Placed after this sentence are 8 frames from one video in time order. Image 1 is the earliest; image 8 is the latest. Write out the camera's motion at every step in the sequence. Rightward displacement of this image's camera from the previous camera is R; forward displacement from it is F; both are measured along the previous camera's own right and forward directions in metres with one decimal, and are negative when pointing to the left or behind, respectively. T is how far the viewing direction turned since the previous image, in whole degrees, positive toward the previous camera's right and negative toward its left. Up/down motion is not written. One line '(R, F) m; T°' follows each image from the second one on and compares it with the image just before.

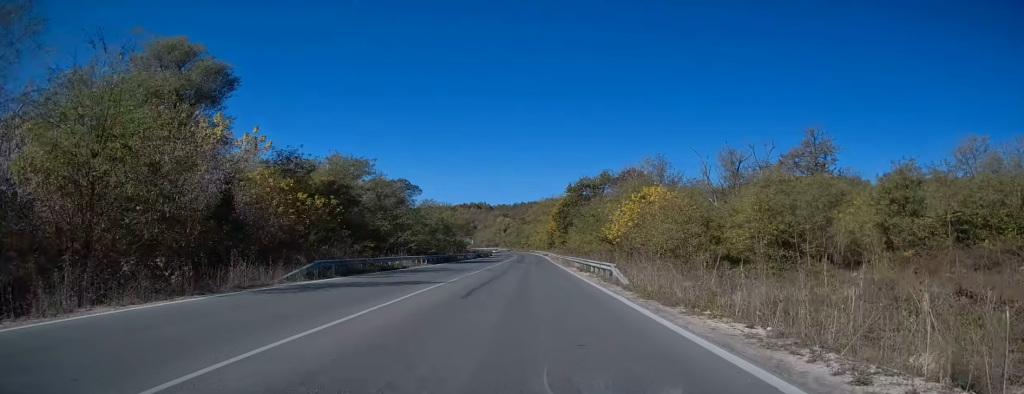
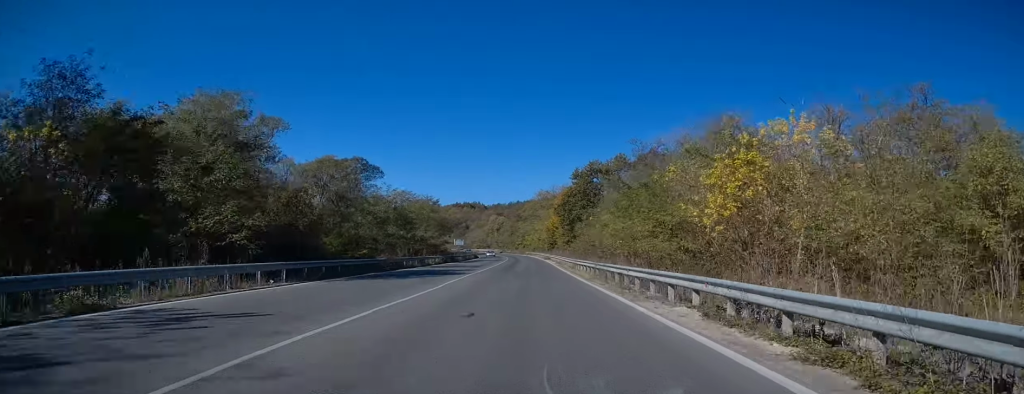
(-0.1, +26.9) m; -1°
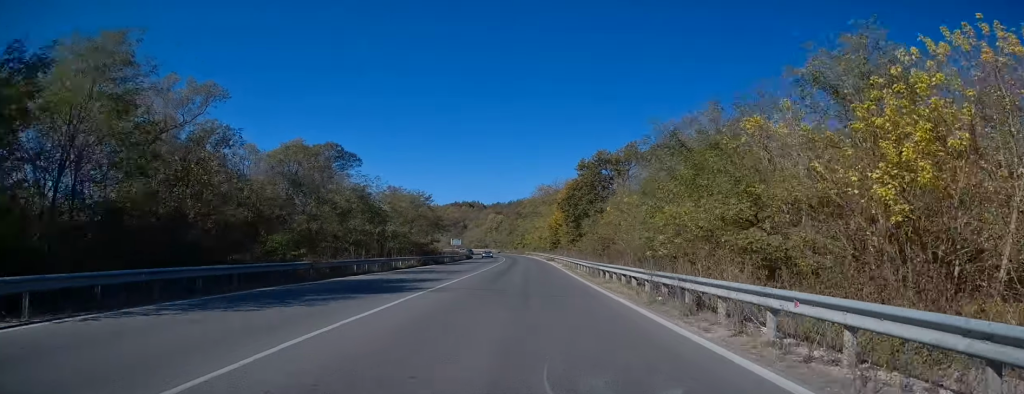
(+0.1, +11.4) m; 0°
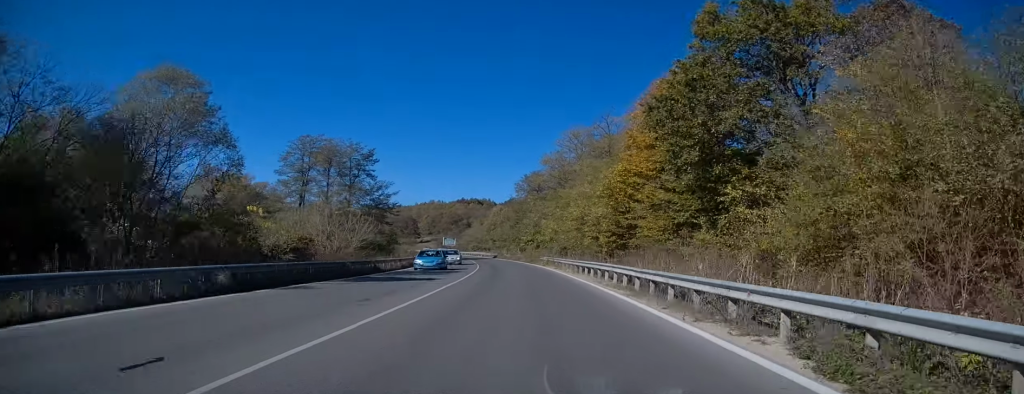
(-0.4, +62.2) m; 0°
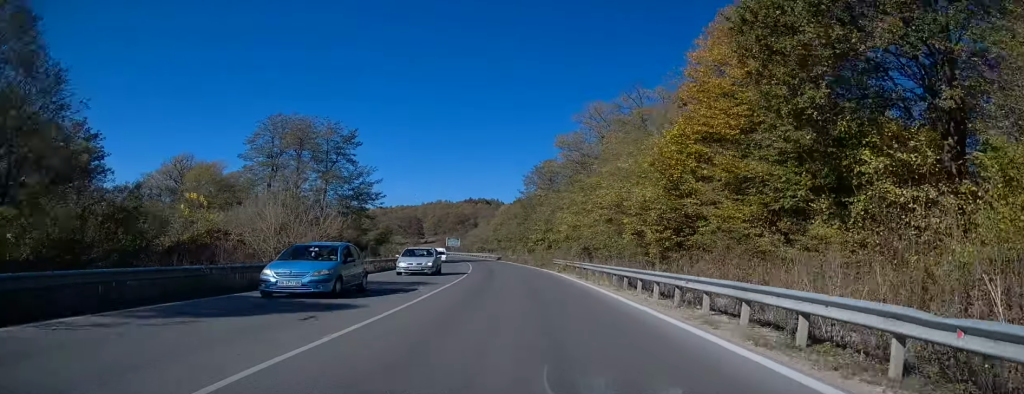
(-0.1, +12.3) m; 0°
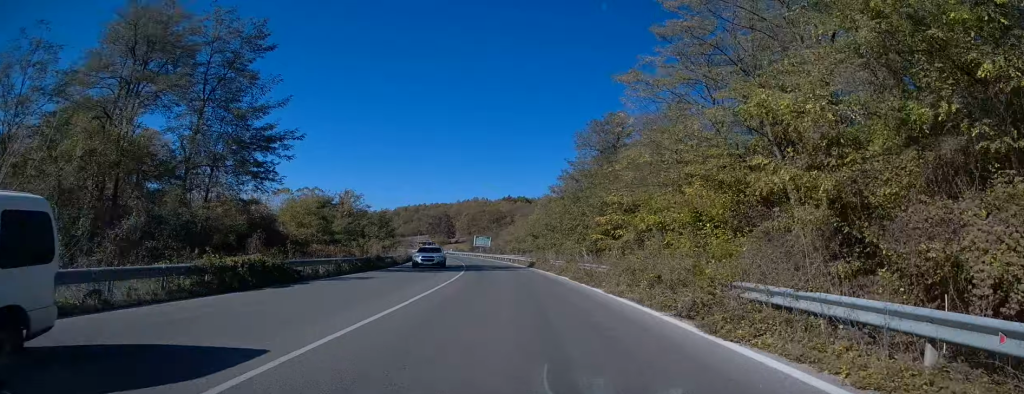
(0.0, +32.0) m; -2°
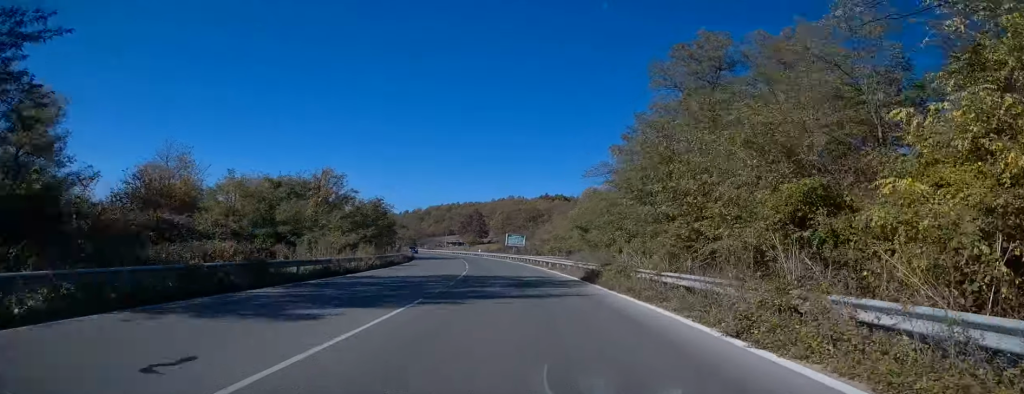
(-0.3, +21.4) m; -3°
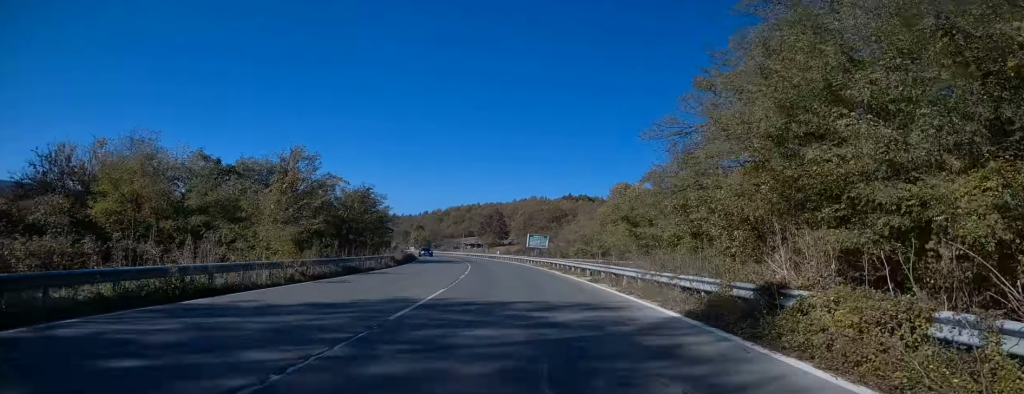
(-0.5, +13.1) m; -2°
